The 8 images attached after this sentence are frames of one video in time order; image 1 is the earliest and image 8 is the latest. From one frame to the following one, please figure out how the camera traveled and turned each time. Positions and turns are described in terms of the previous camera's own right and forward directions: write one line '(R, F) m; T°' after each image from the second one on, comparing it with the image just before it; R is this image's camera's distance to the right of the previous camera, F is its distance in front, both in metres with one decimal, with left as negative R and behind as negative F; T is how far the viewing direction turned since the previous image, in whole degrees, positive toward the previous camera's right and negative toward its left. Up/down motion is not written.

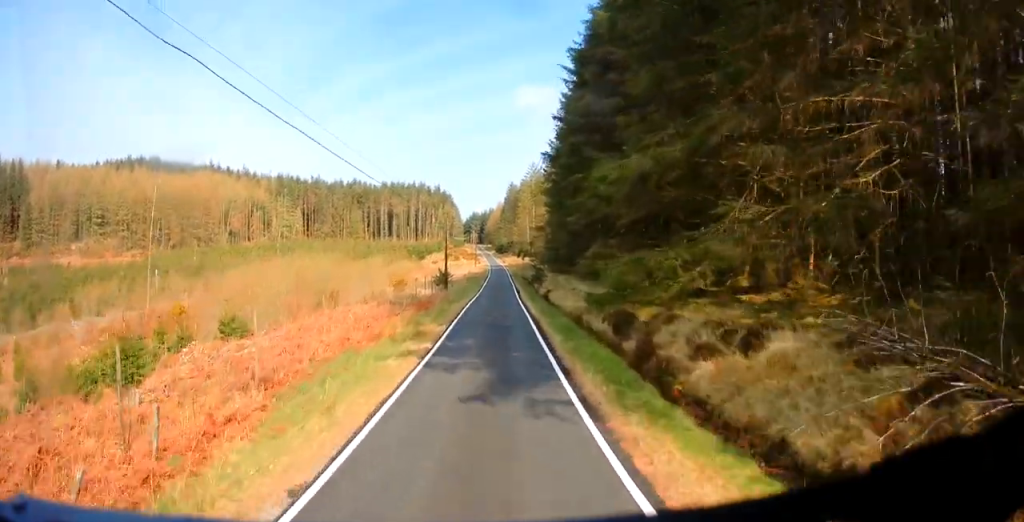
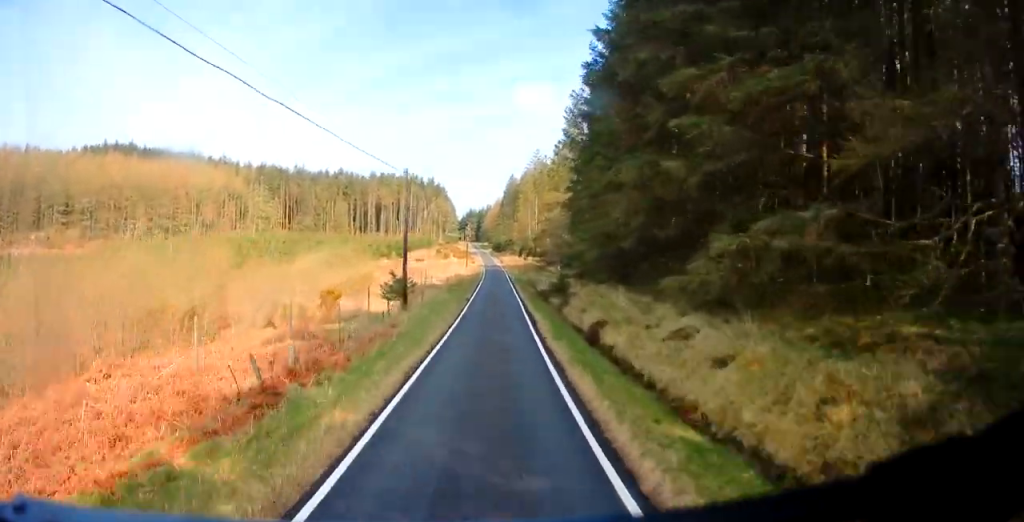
(0.0, +18.2) m; -1°
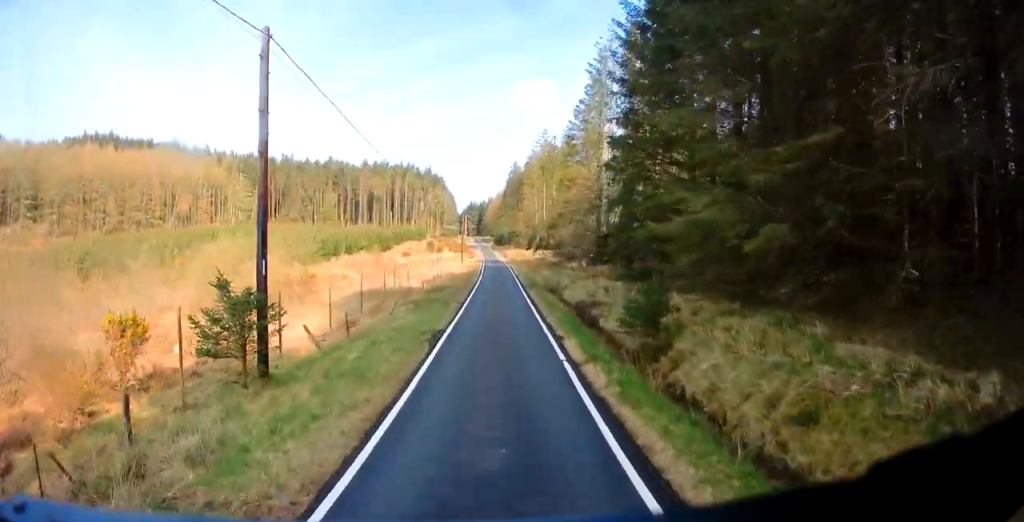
(-0.2, +15.9) m; 0°
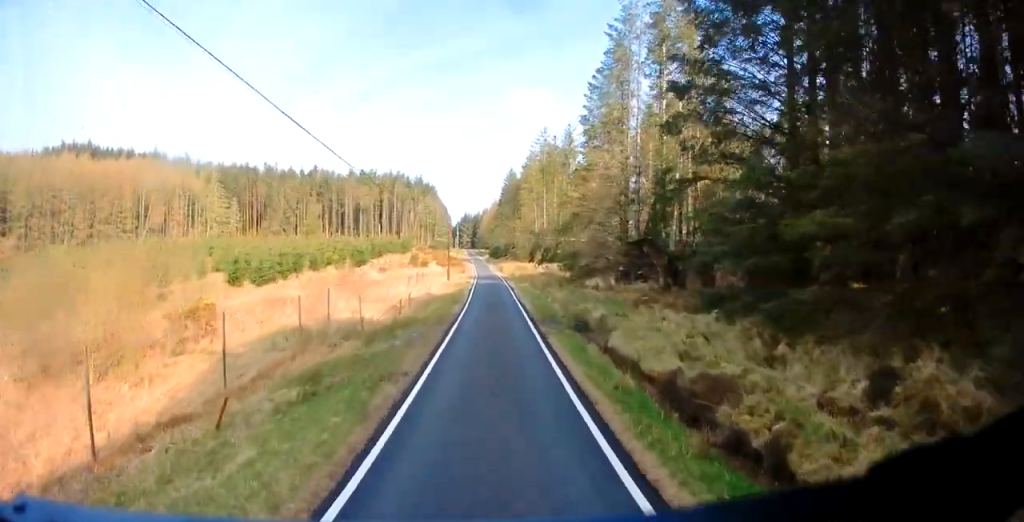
(+0.2, +11.9) m; +1°
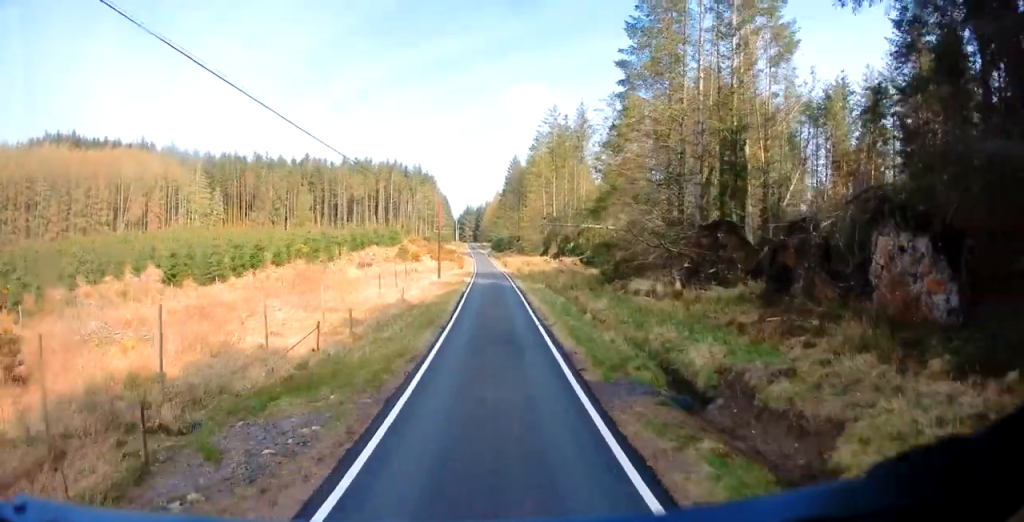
(0.0, +10.5) m; 0°
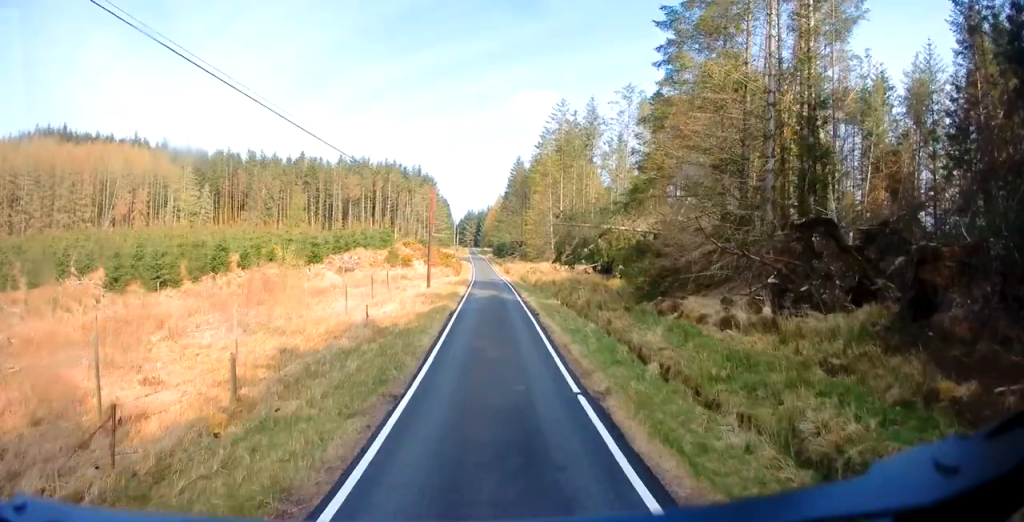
(0.0, +7.3) m; 0°
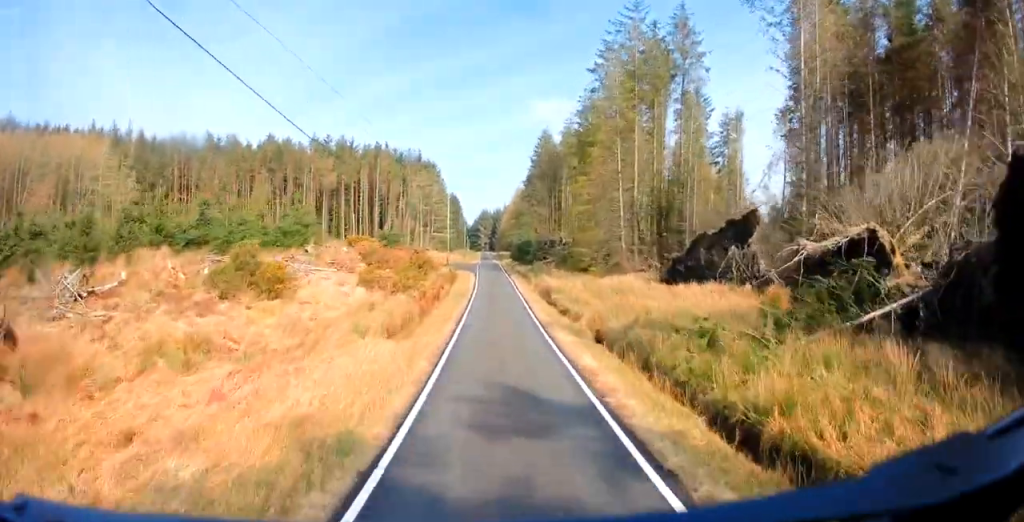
(-0.7, +38.5) m; -2°
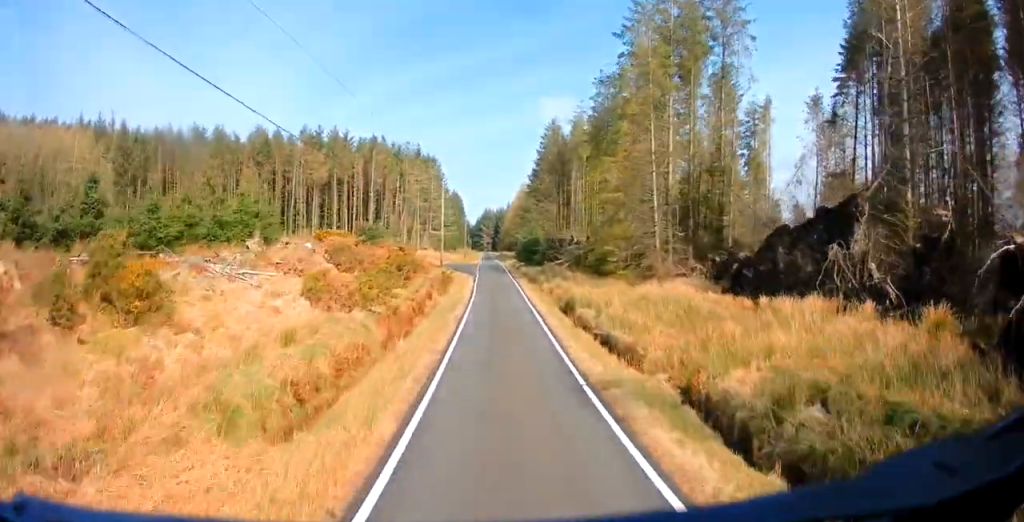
(-0.1, +9.0) m; 0°
